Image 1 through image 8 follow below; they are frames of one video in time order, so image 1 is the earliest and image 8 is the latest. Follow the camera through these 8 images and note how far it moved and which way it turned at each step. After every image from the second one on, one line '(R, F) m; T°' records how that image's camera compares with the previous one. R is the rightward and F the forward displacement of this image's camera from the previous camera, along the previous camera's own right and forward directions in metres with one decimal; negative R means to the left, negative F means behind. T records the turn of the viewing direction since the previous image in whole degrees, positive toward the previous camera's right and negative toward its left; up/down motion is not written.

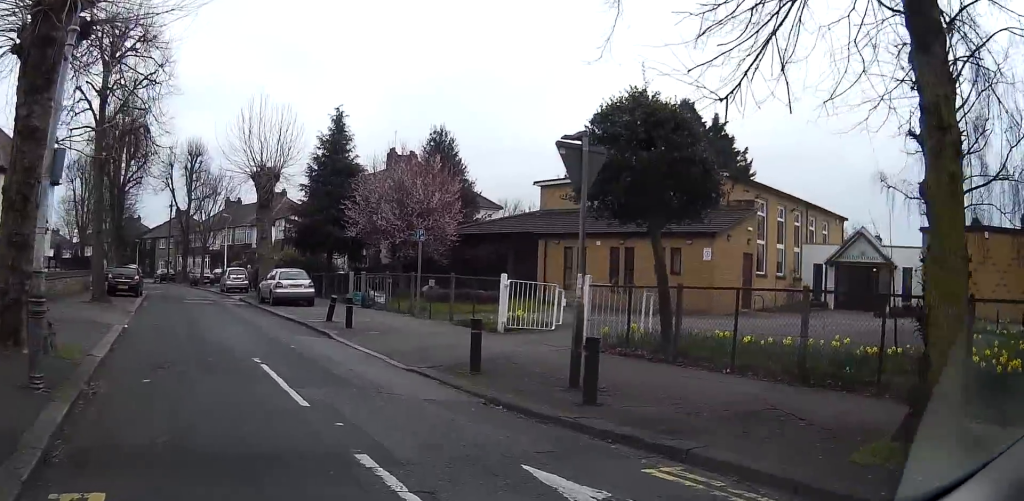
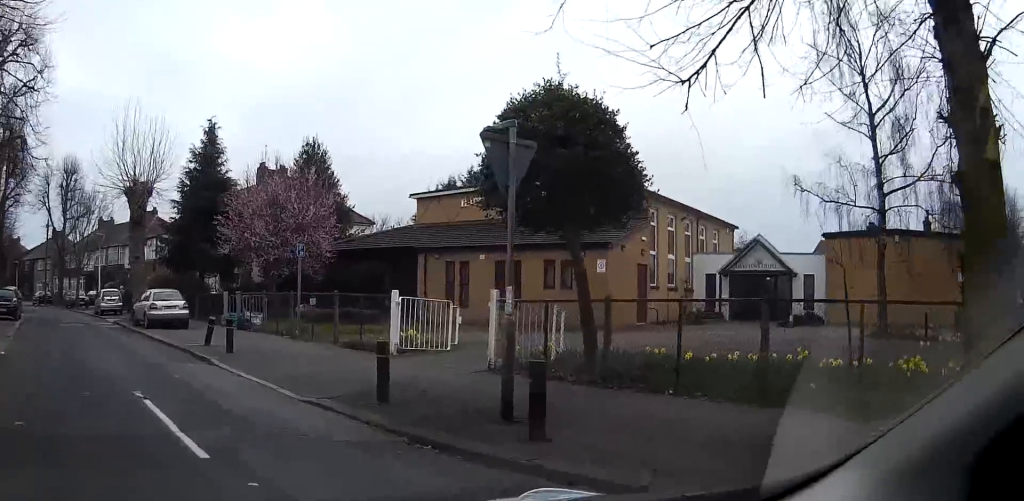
(+0.1, +1.6) m; +1°
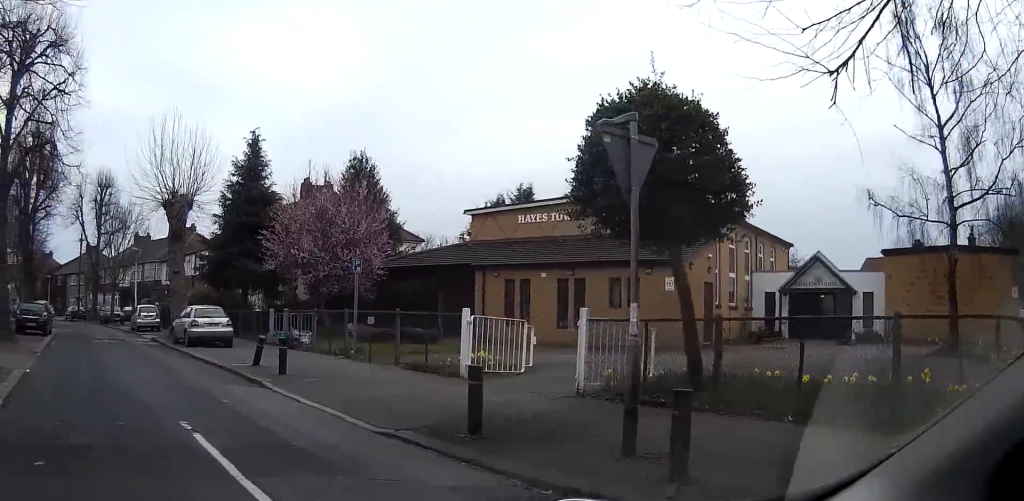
(0.0, +1.5) m; +1°
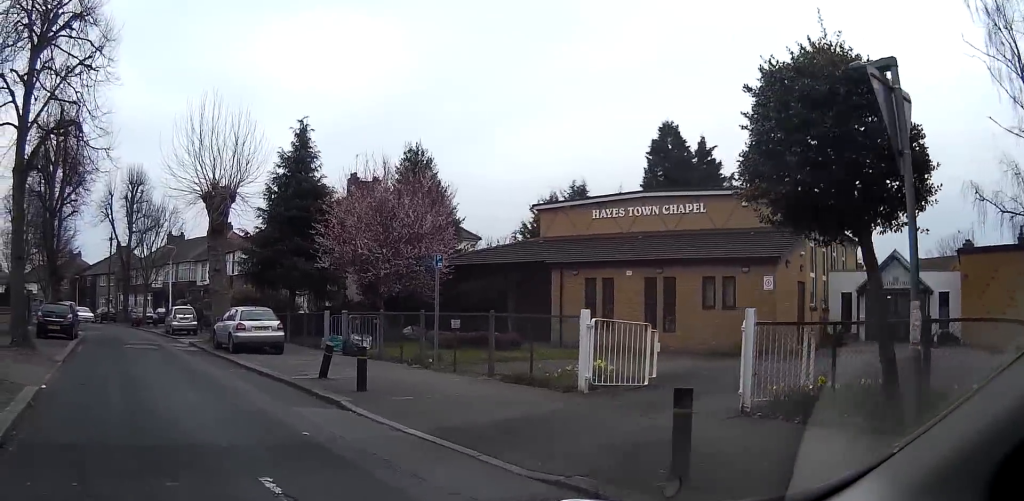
(0.0, +3.0) m; -3°
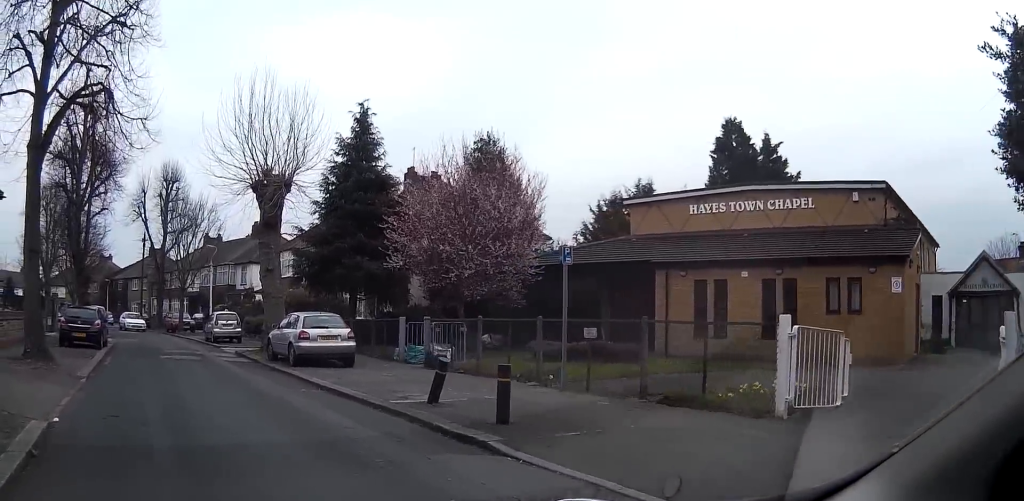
(-0.2, +3.8) m; -6°
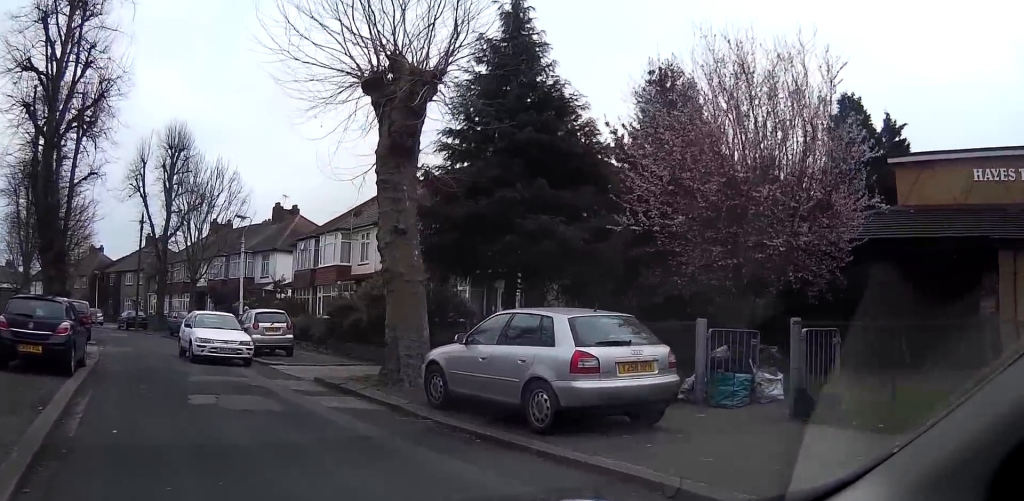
(-0.9, +12.5) m; -4°
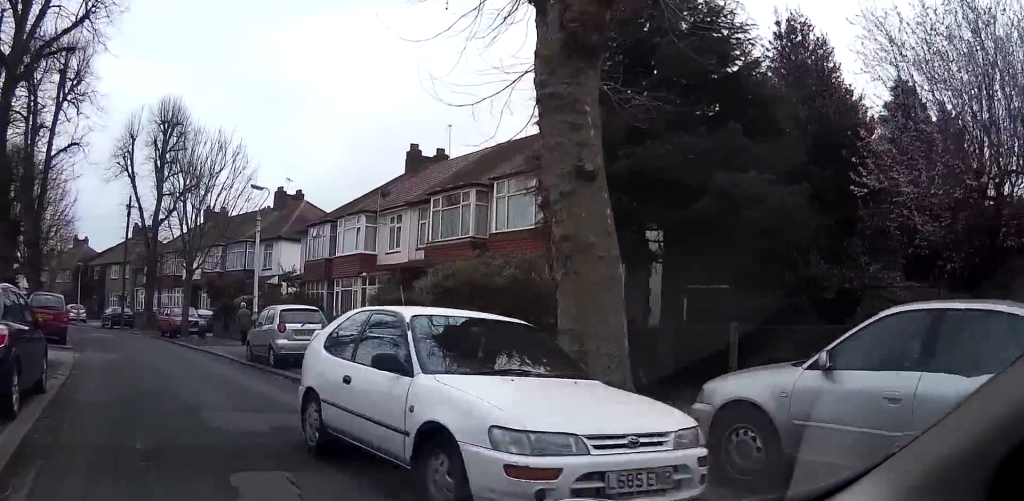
(+0.2, +5.9) m; +3°
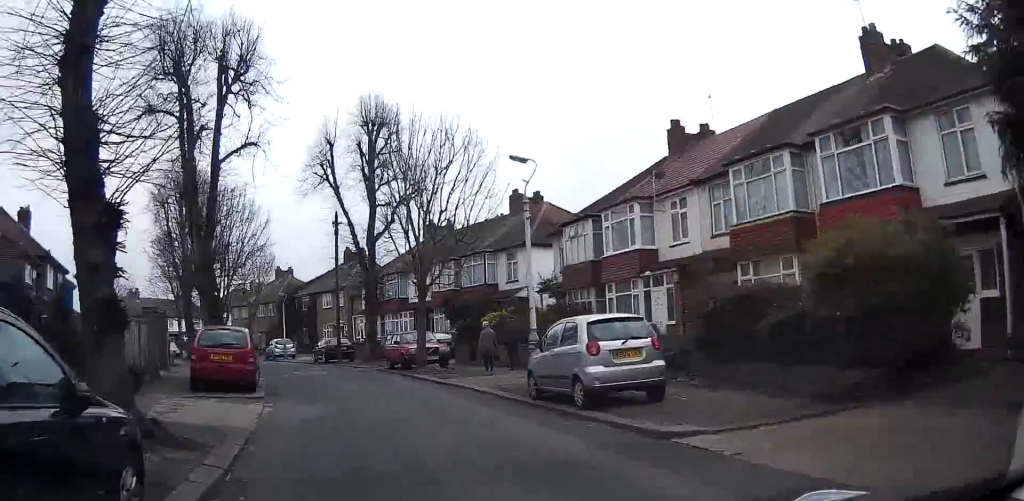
(+0.1, +6.3) m; 0°
